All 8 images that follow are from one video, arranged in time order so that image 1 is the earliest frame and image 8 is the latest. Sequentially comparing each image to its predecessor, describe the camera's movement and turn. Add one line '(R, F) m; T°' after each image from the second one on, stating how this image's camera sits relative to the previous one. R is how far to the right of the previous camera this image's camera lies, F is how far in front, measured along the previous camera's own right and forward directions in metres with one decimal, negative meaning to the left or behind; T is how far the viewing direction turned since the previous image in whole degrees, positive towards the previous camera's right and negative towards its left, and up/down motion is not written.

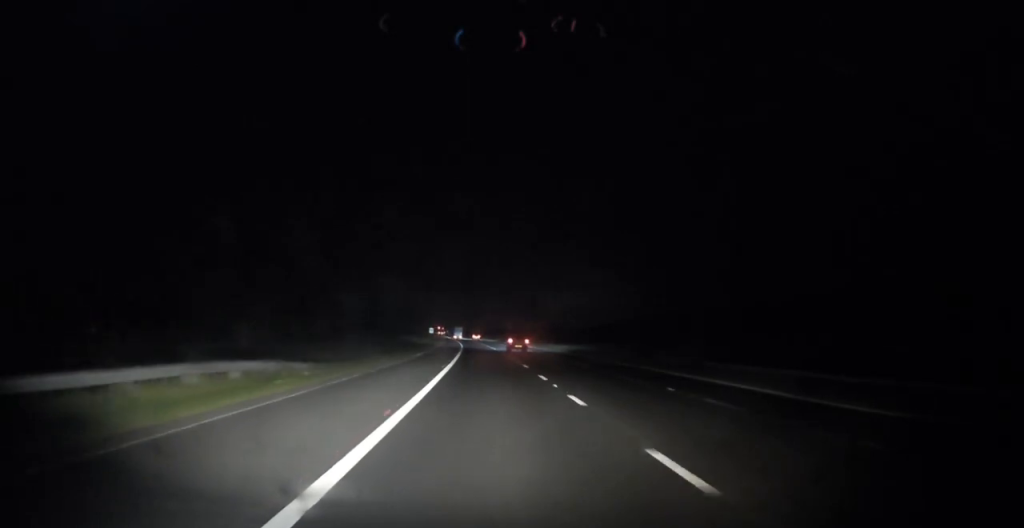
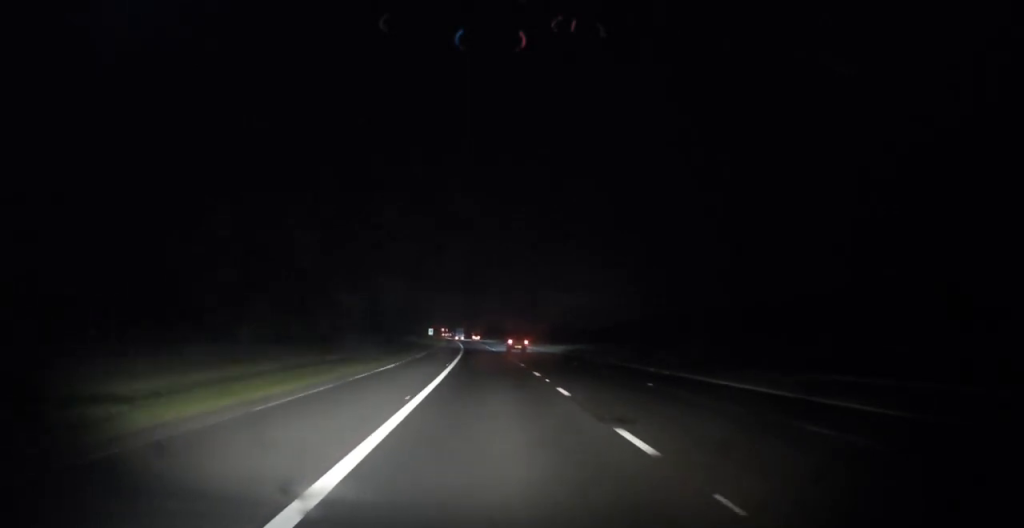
(0.0, +15.0) m; -1°
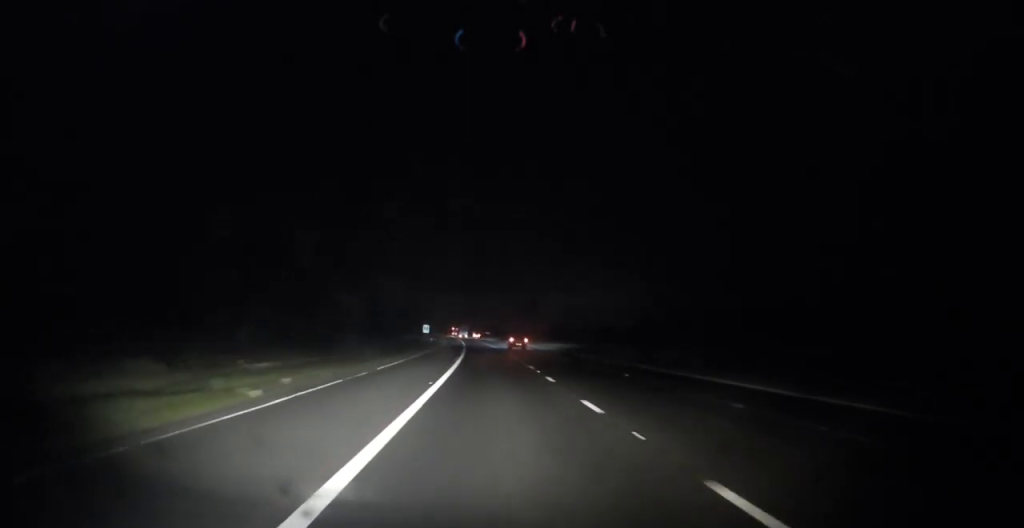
(-0.3, +31.9) m; -1°
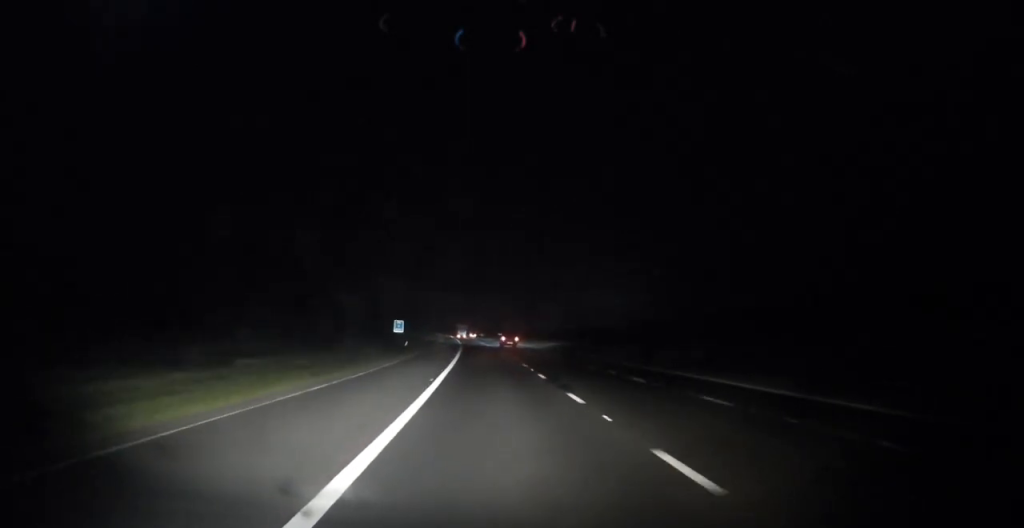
(-0.4, +34.5) m; -1°
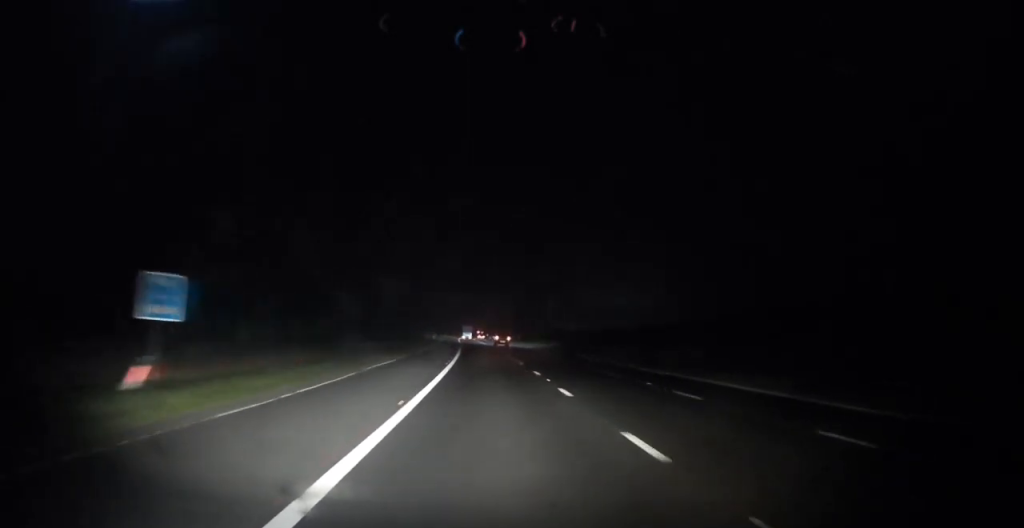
(-0.4, +44.0) m; -1°
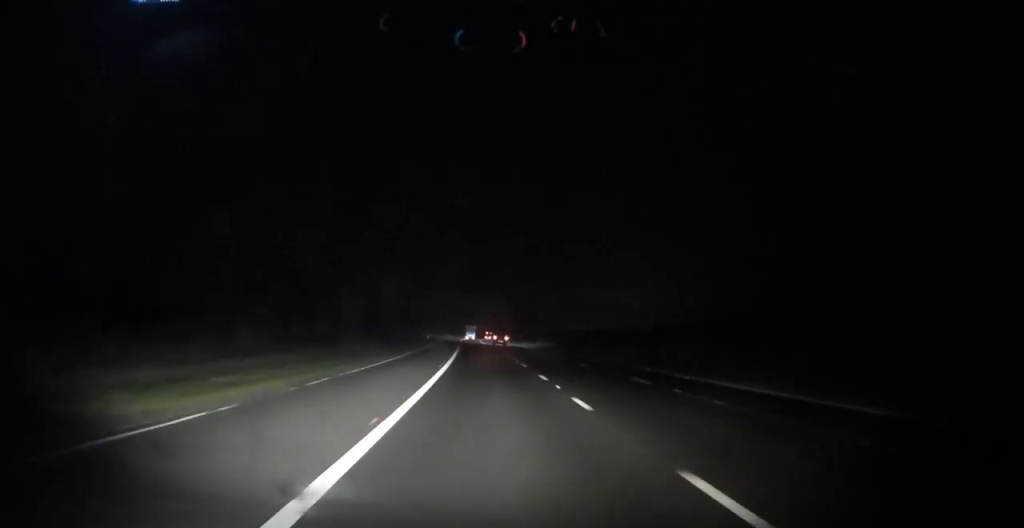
(-0.1, +21.8) m; -1°
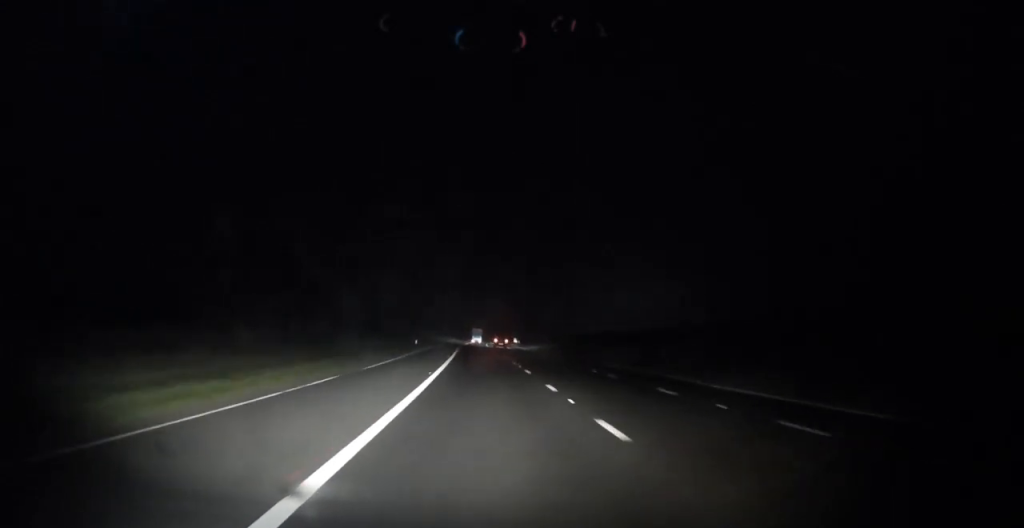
(-0.2, +22.4) m; -1°
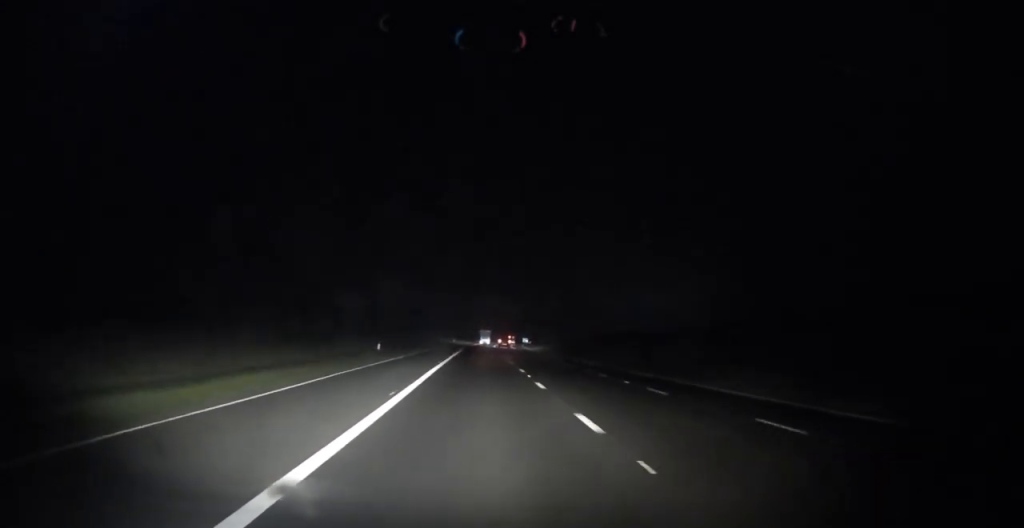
(-0.2, +26.5) m; -1°
